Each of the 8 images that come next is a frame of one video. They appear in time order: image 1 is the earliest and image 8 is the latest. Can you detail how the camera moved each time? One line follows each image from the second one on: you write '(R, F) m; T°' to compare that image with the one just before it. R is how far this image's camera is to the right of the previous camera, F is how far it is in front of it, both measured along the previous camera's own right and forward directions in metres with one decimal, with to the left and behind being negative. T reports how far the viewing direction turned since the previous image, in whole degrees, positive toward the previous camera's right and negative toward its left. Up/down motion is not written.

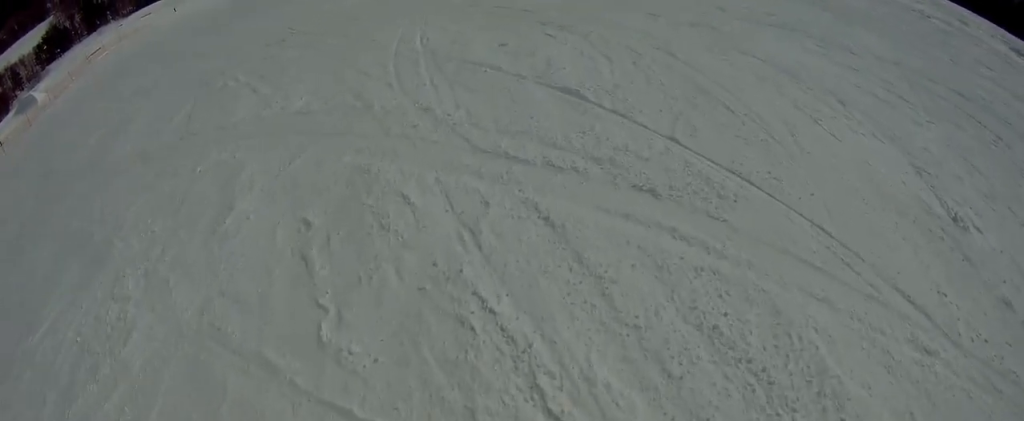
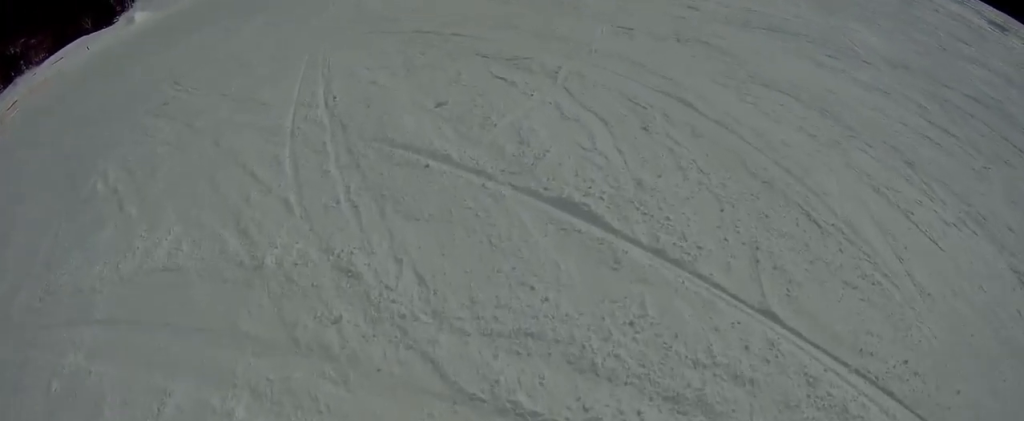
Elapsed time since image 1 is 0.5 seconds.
(0.0, +1.6) m; +14°
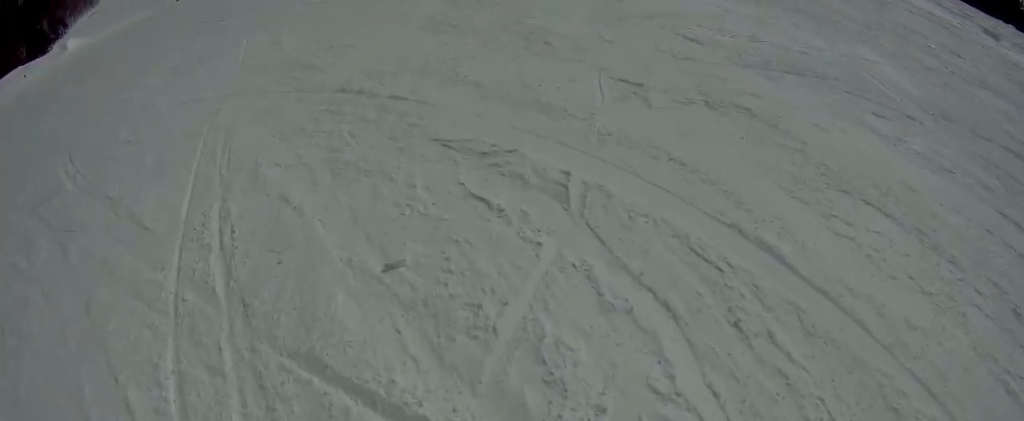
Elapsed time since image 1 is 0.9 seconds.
(0.0, +1.3) m; +9°
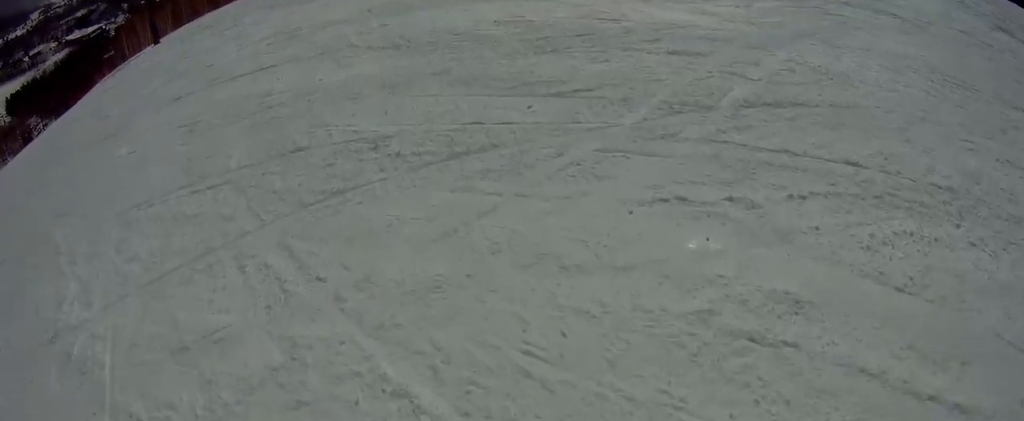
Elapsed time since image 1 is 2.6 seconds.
(+0.8, +6.9) m; -3°
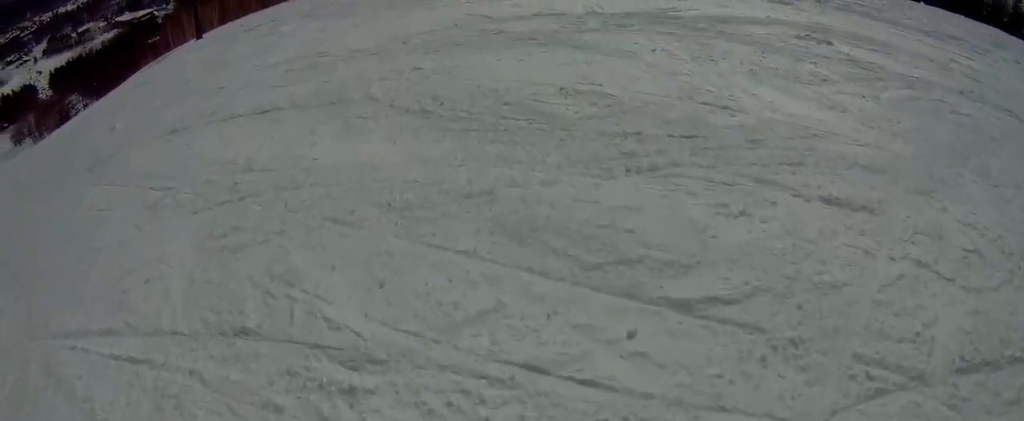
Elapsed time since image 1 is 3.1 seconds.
(-0.1, +2.7) m; -3°
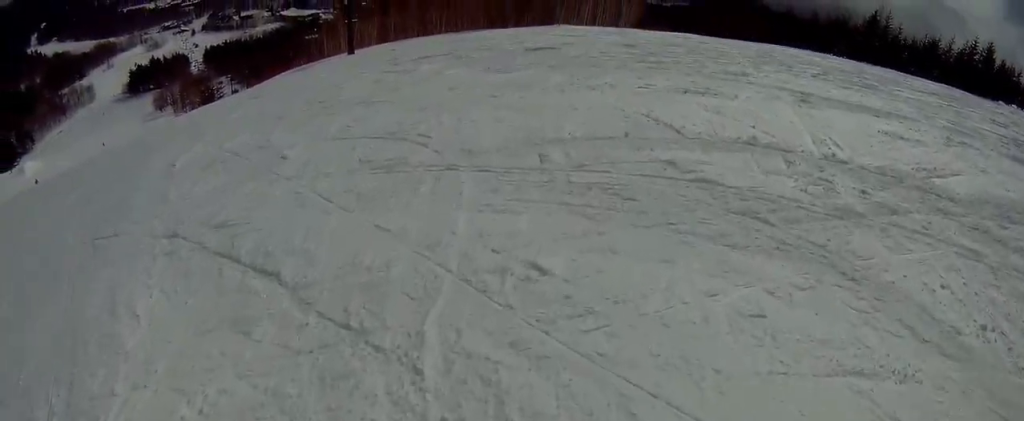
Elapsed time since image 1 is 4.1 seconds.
(-0.1, +5.4) m; -12°
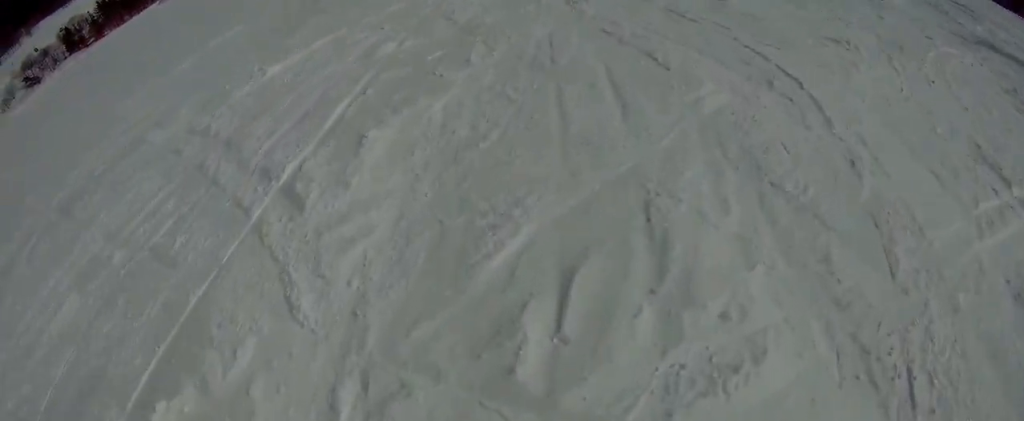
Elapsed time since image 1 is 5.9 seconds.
(-4.4, +8.1) m; -61°
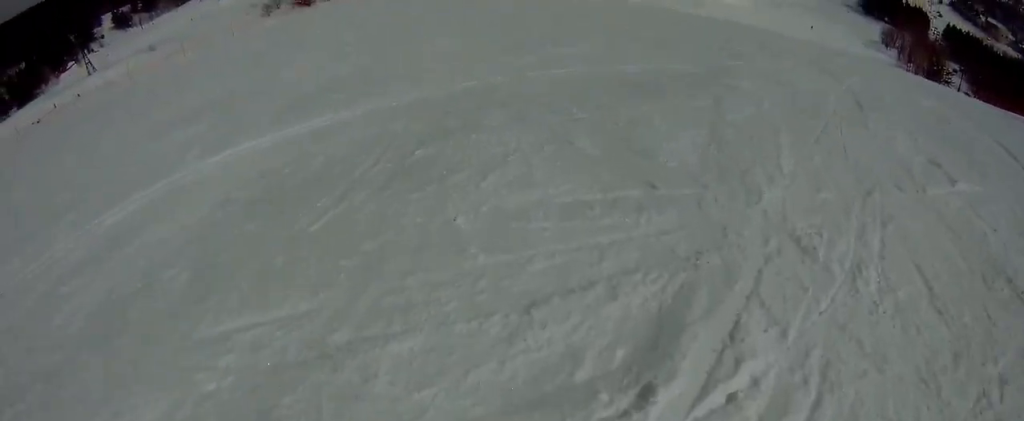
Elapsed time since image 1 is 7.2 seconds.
(-1.8, +7.2) m; -24°
